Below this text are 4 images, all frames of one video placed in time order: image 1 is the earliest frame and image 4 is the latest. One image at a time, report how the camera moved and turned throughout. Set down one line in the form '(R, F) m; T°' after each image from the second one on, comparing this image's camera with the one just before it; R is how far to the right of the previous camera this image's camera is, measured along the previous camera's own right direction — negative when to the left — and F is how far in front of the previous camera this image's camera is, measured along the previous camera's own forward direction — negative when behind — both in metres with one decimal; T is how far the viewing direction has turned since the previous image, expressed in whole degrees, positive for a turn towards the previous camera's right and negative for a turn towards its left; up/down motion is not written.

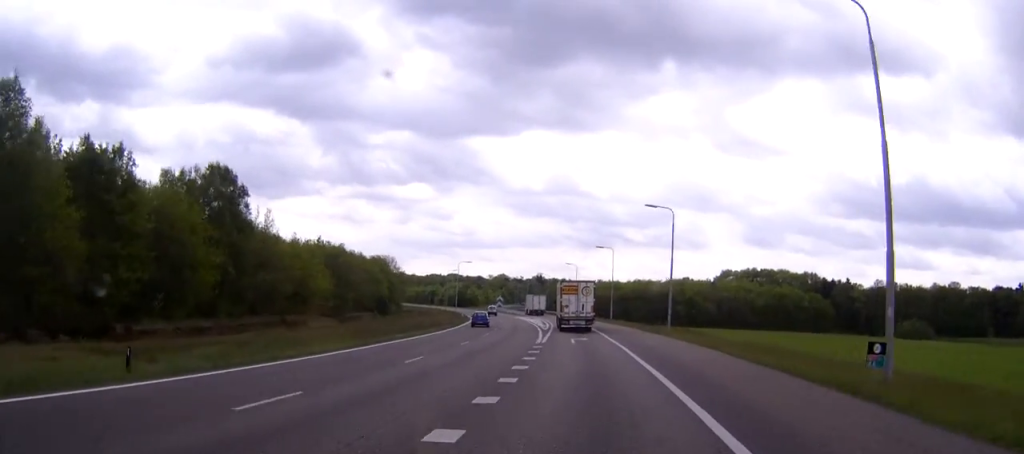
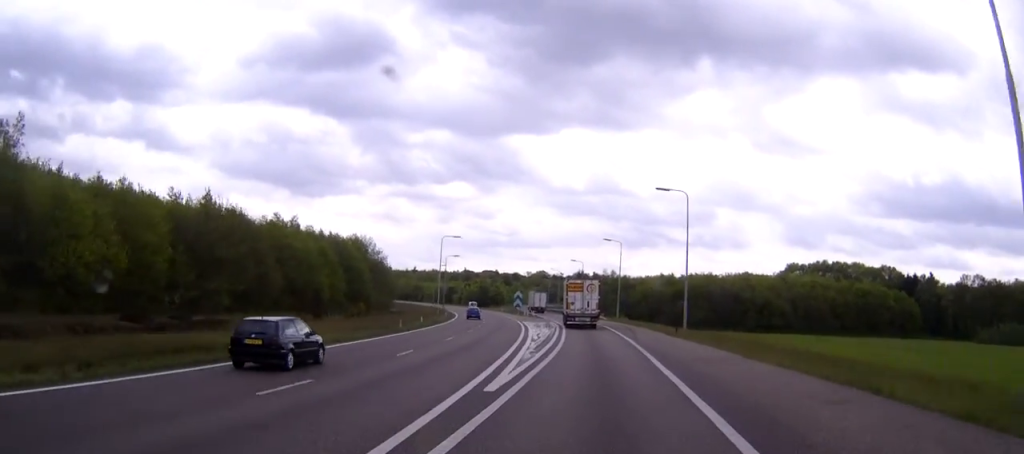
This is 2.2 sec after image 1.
(-1.3, +46.4) m; -3°
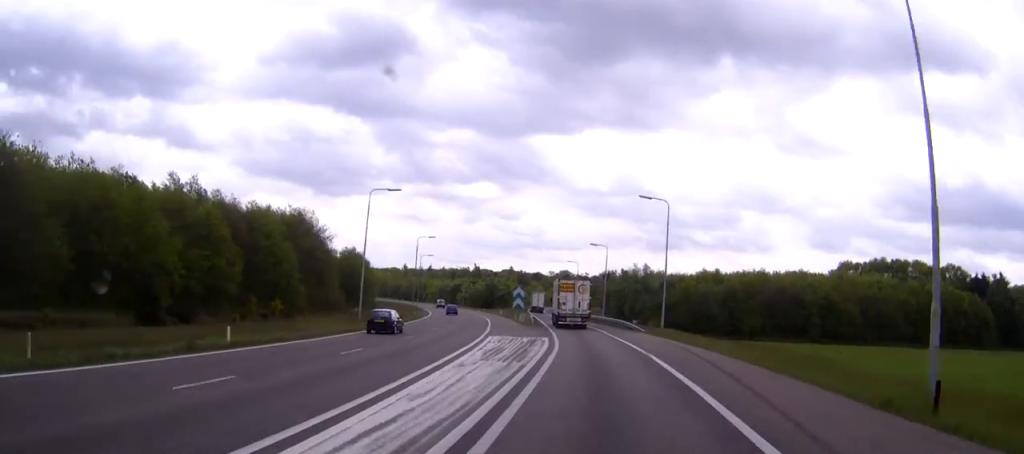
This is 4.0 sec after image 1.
(-0.9, +37.1) m; -3°
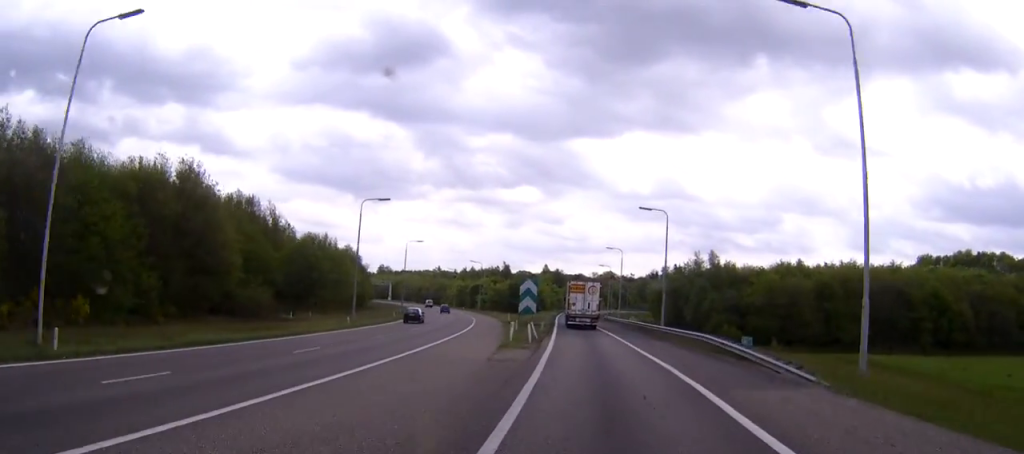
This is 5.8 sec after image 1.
(-1.1, +36.8) m; -3°
